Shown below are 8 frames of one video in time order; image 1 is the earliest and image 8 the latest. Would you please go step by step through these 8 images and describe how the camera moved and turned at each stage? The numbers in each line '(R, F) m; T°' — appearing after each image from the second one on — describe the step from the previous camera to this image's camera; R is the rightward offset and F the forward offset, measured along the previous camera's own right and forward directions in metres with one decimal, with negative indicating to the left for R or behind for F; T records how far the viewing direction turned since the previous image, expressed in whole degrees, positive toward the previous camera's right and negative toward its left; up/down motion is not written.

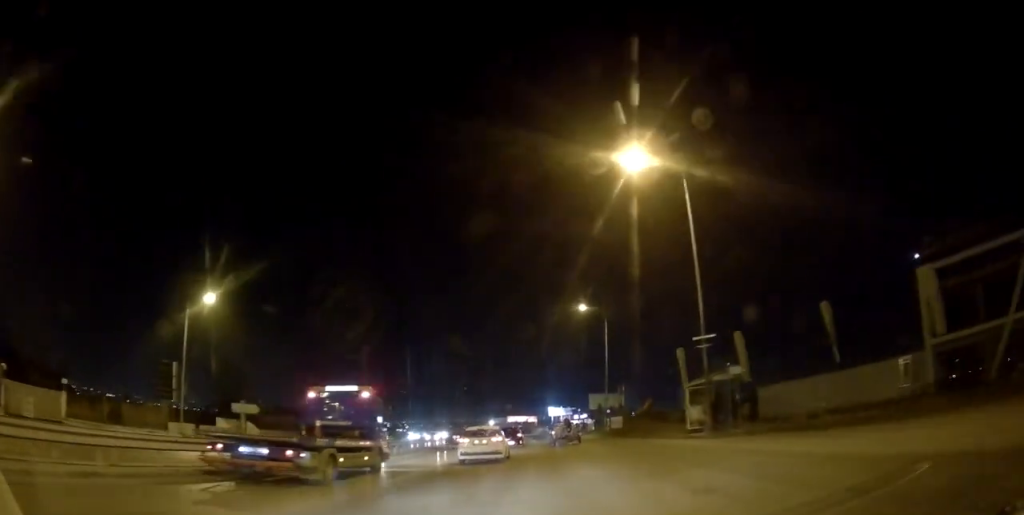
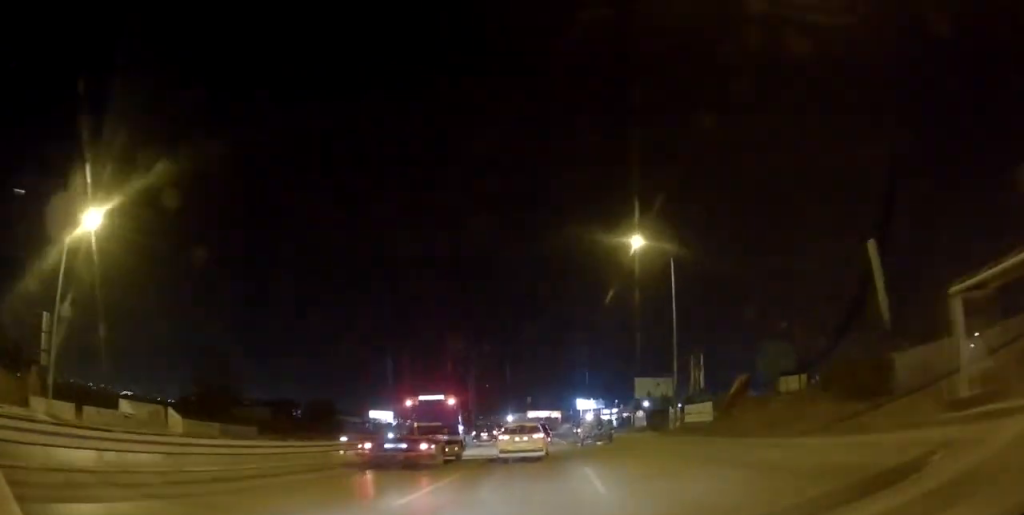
(-0.4, +19.0) m; -3°
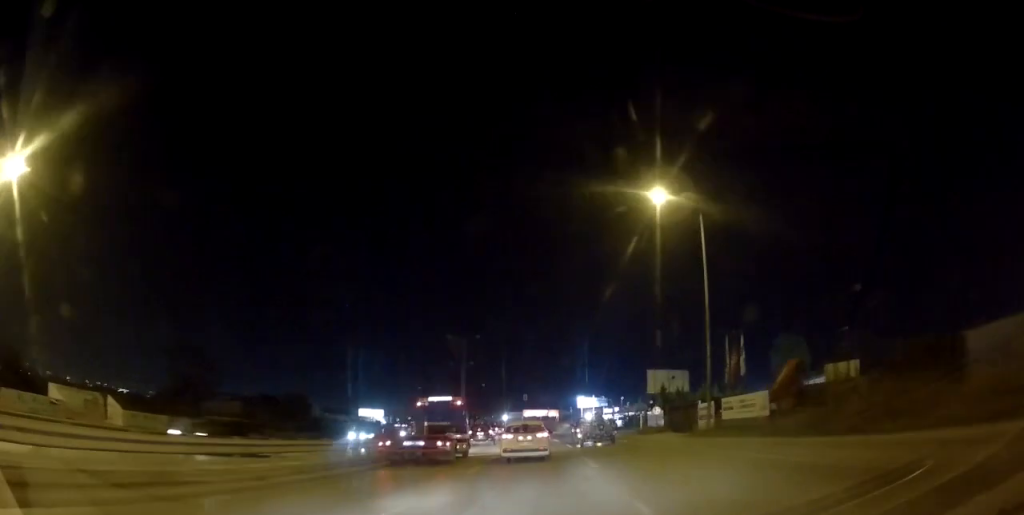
(-0.1, +7.5) m; -2°
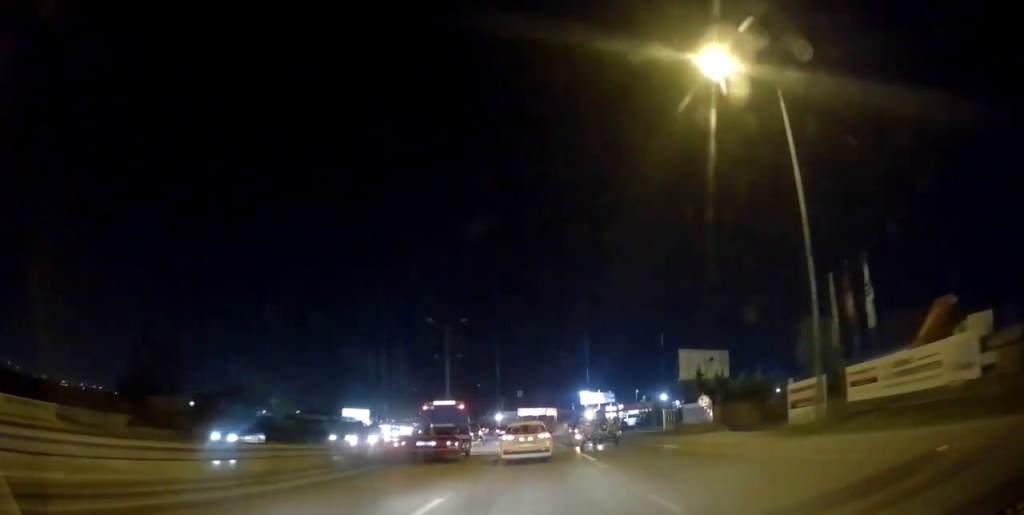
(-0.4, +11.9) m; 0°
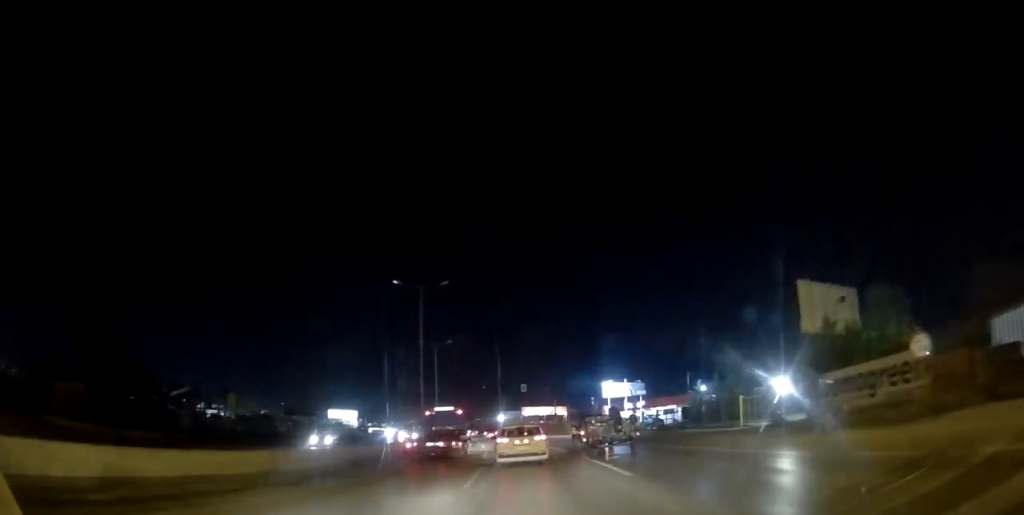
(+0.4, +17.2) m; +2°
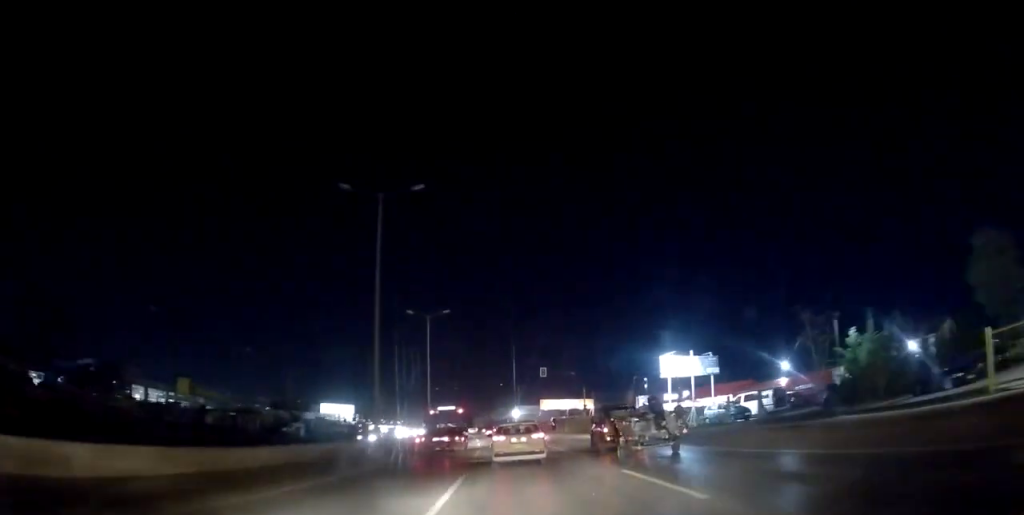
(+0.1, +18.4) m; -2°
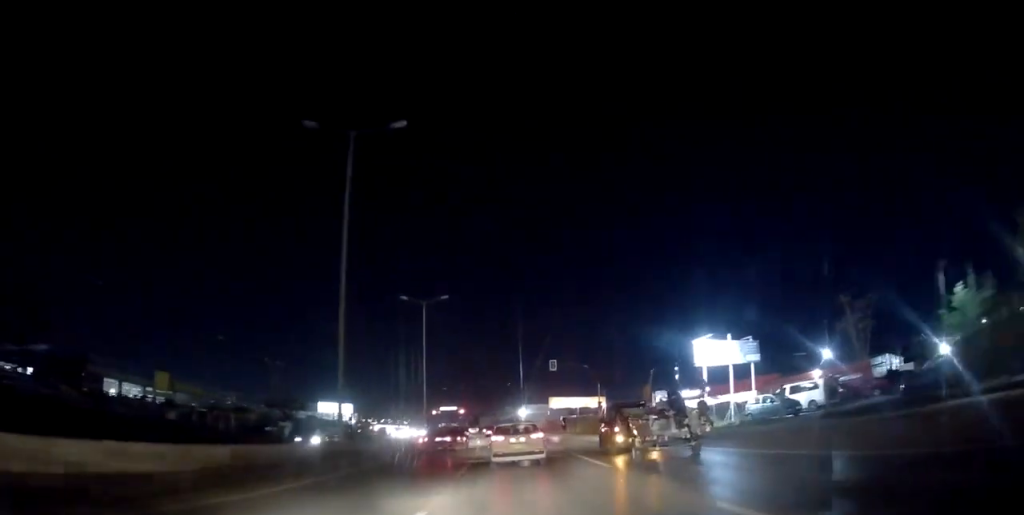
(-0.1, +6.7) m; -1°
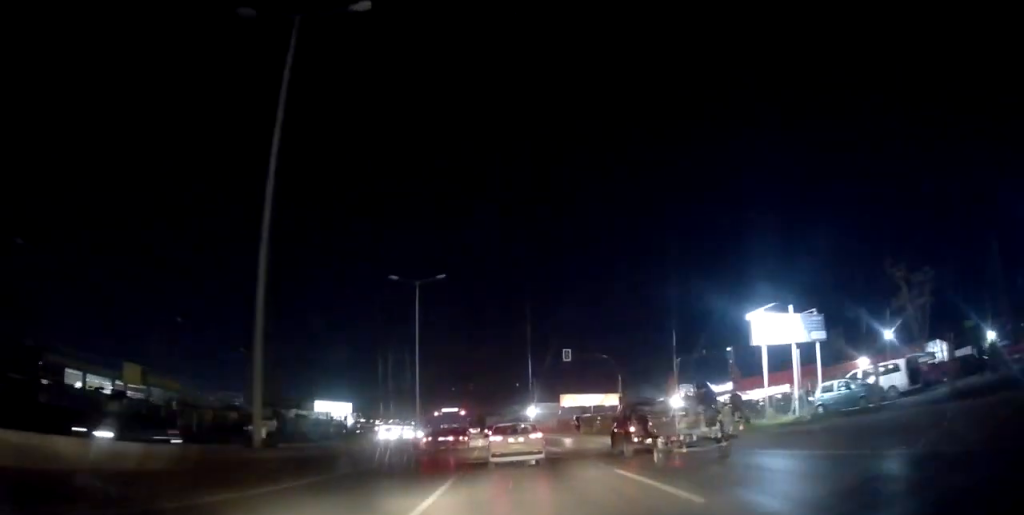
(-0.2, +7.5) m; -1°
